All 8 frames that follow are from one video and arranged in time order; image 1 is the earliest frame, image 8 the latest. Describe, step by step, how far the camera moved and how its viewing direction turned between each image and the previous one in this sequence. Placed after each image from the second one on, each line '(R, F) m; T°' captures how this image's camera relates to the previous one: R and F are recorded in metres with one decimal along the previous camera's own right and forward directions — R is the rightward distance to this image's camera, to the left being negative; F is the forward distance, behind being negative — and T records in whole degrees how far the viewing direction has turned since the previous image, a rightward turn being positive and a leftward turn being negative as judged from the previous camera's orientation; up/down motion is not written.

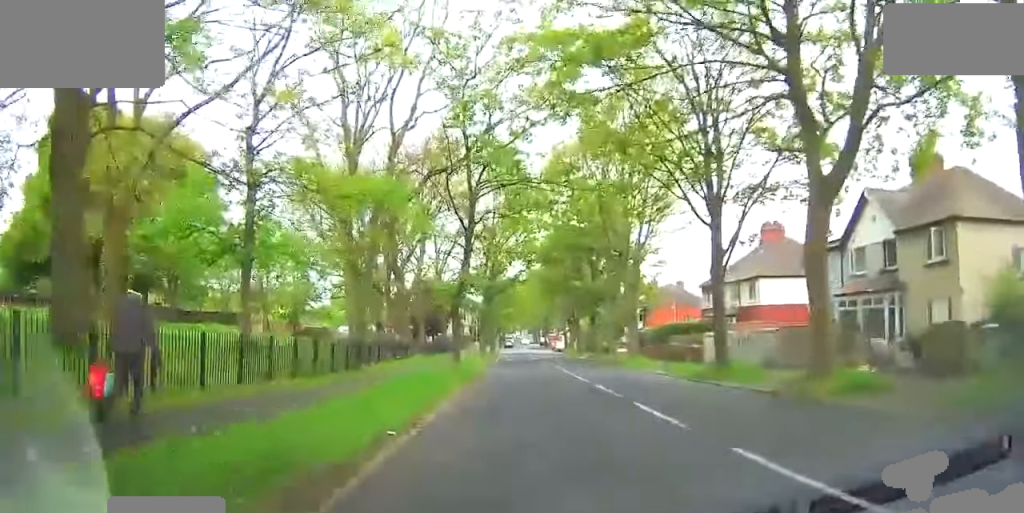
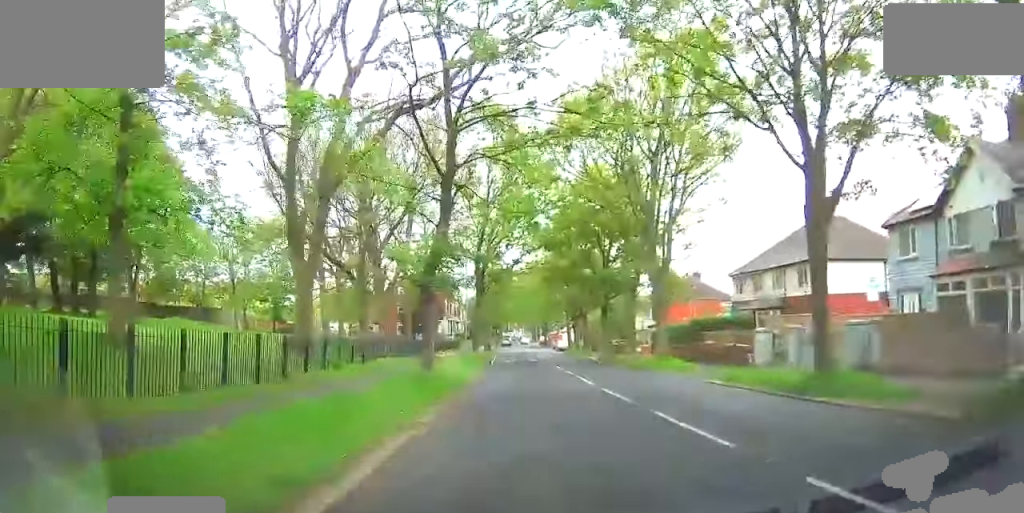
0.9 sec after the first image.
(-0.2, +7.2) m; 0°
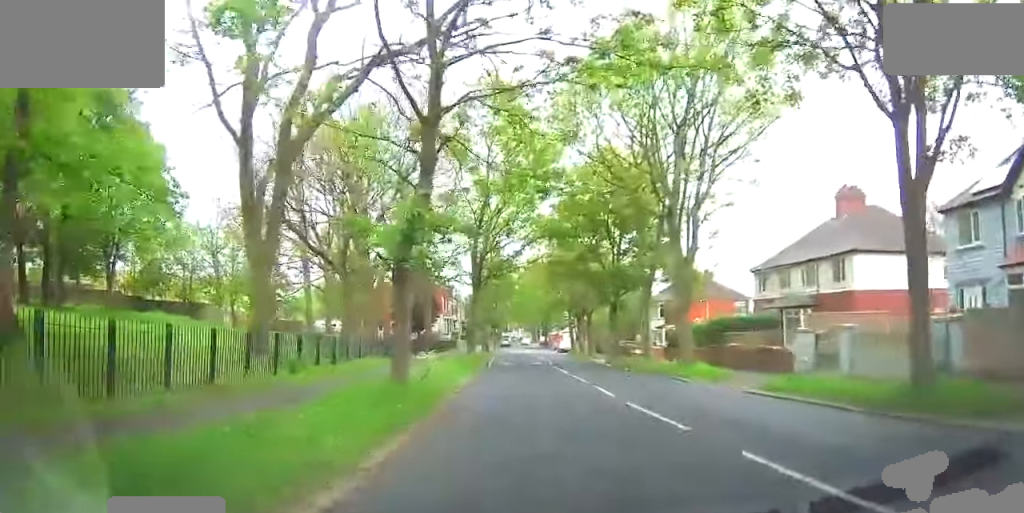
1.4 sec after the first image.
(-0.1, +3.7) m; +1°
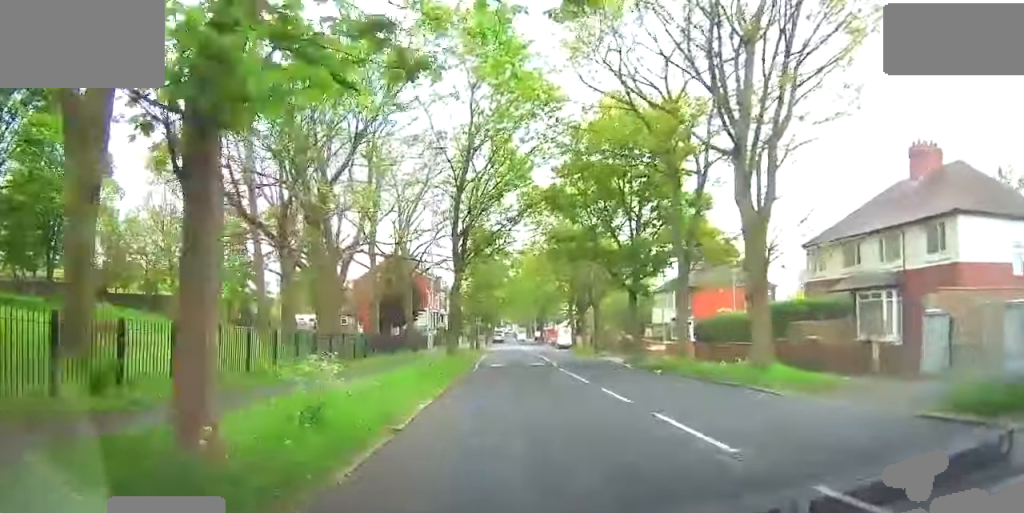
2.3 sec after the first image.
(+0.3, +8.0) m; +6°
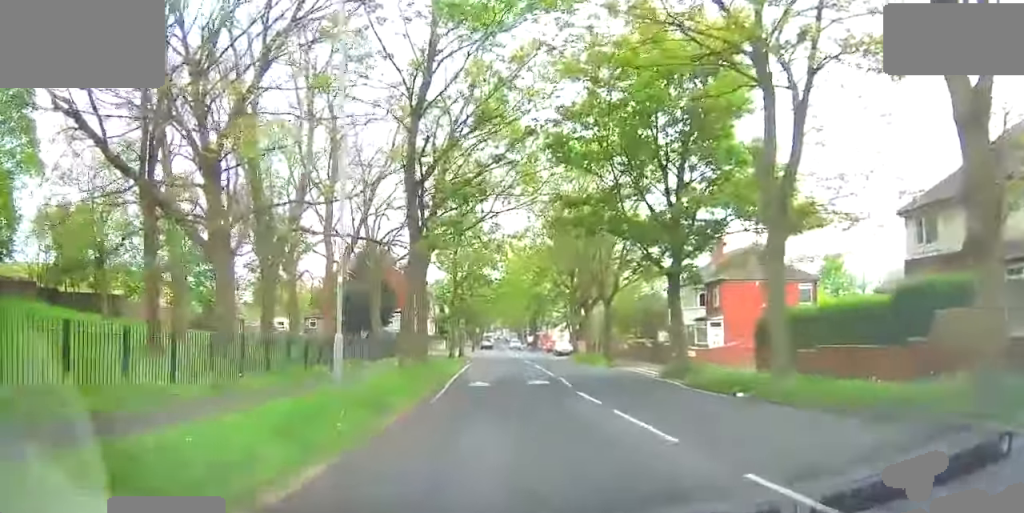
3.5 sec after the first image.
(+0.4, +10.7) m; 0°
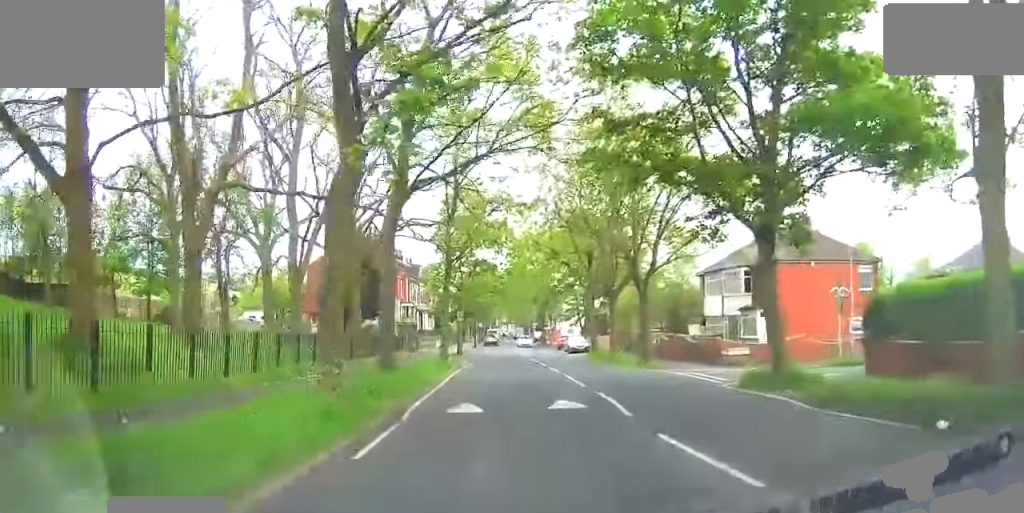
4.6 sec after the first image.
(-0.3, +9.2) m; -1°
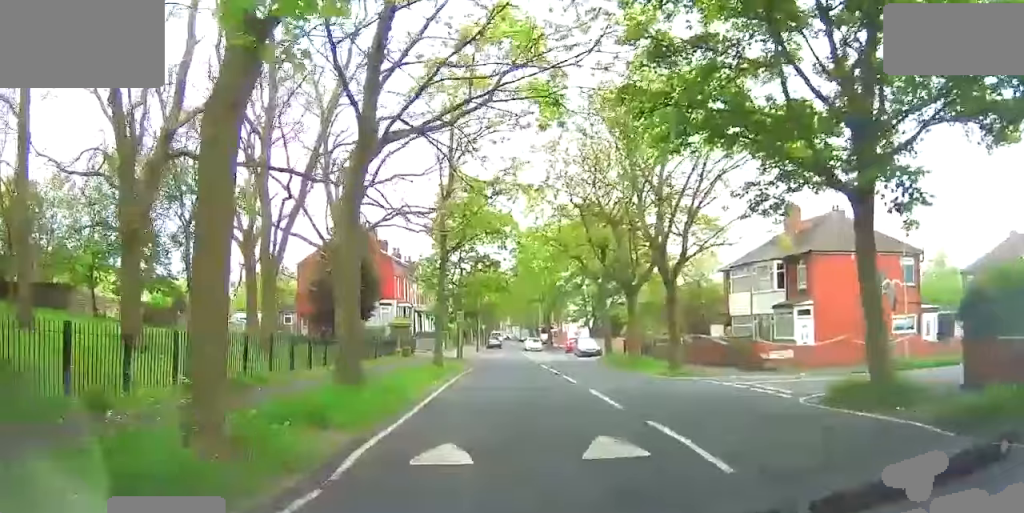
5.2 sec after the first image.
(+0.3, +5.2) m; -1°
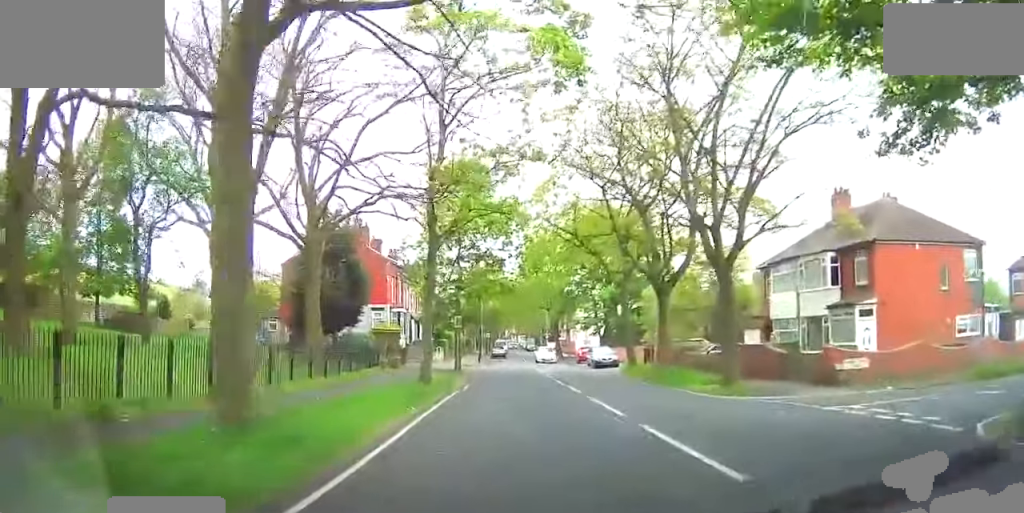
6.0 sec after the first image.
(-0.3, +6.8) m; -1°
